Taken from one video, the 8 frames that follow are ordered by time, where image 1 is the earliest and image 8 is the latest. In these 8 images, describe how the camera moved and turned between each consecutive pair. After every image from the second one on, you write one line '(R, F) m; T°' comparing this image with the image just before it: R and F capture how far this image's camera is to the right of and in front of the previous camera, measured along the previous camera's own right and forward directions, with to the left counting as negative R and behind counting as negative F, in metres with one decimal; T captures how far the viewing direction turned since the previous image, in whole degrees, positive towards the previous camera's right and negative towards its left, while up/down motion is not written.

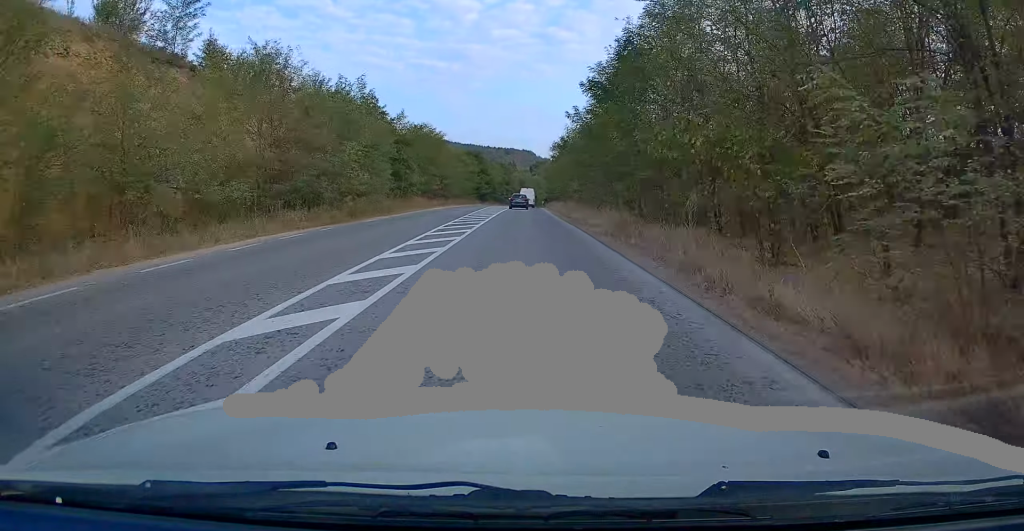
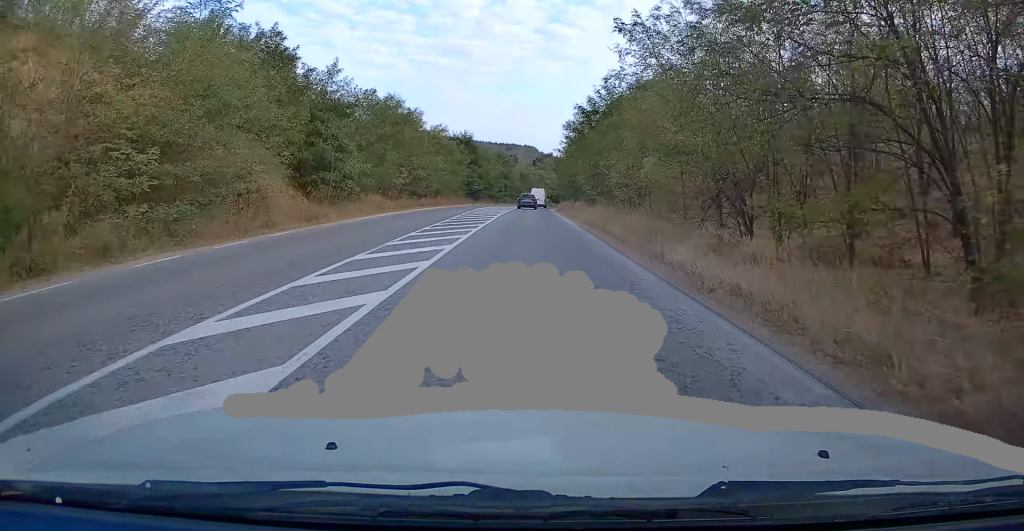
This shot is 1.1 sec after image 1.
(+0.1, +23.2) m; 0°
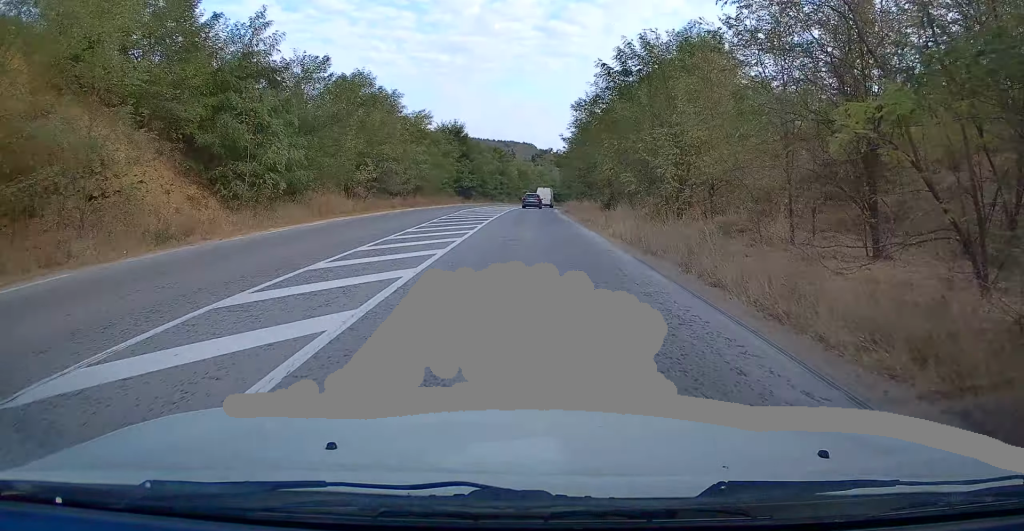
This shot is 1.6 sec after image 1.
(0.0, +11.6) m; 0°
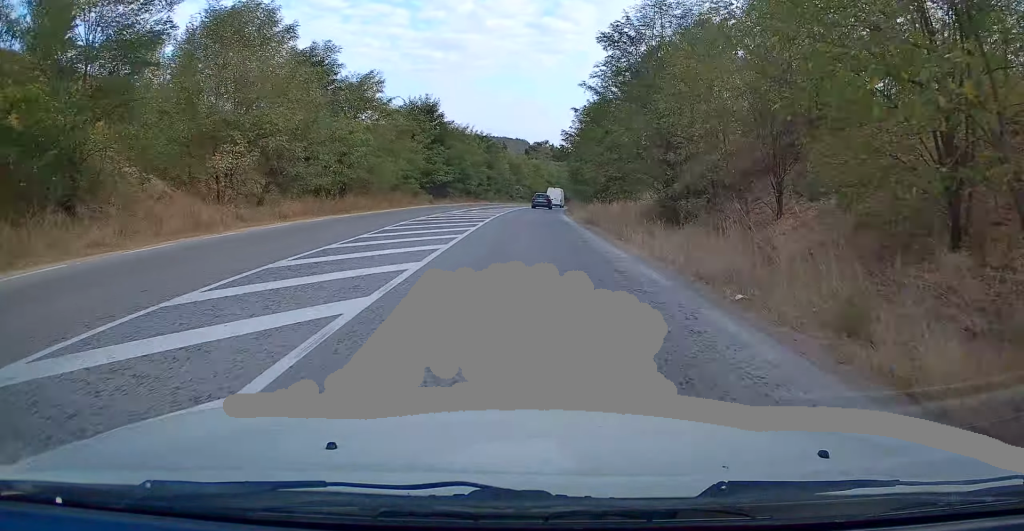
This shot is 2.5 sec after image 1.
(-0.1, +19.7) m; 0°
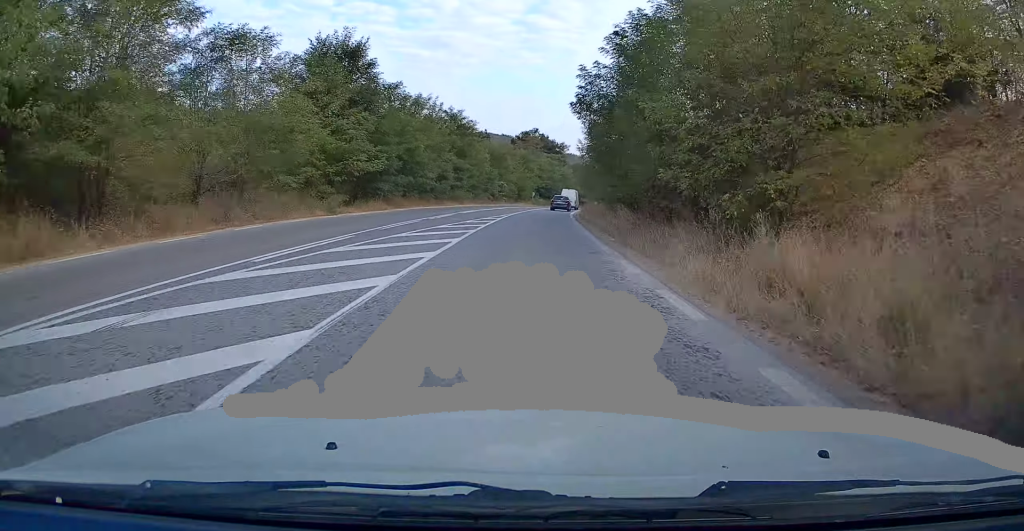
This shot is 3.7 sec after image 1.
(+0.2, +26.6) m; +1°
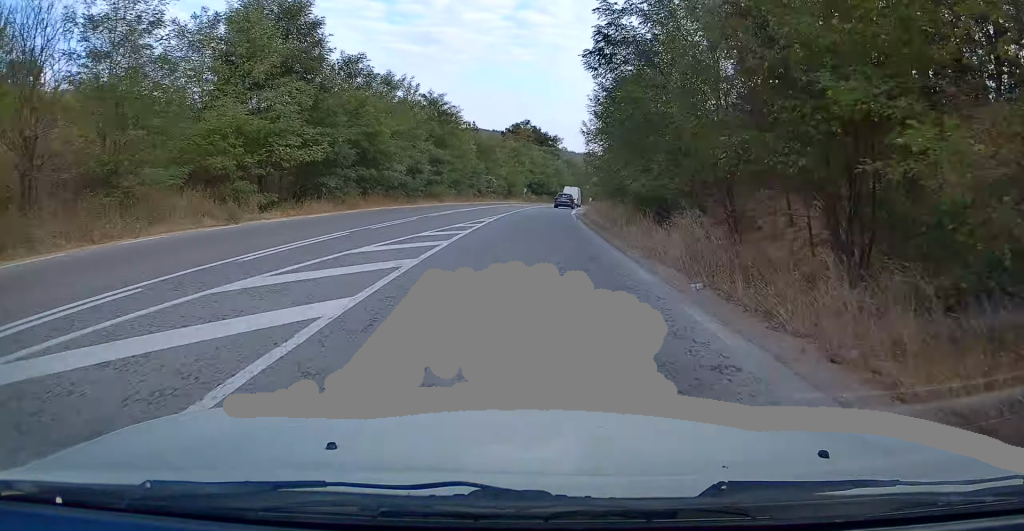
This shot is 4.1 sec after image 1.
(+0.2, +9.6) m; +1°
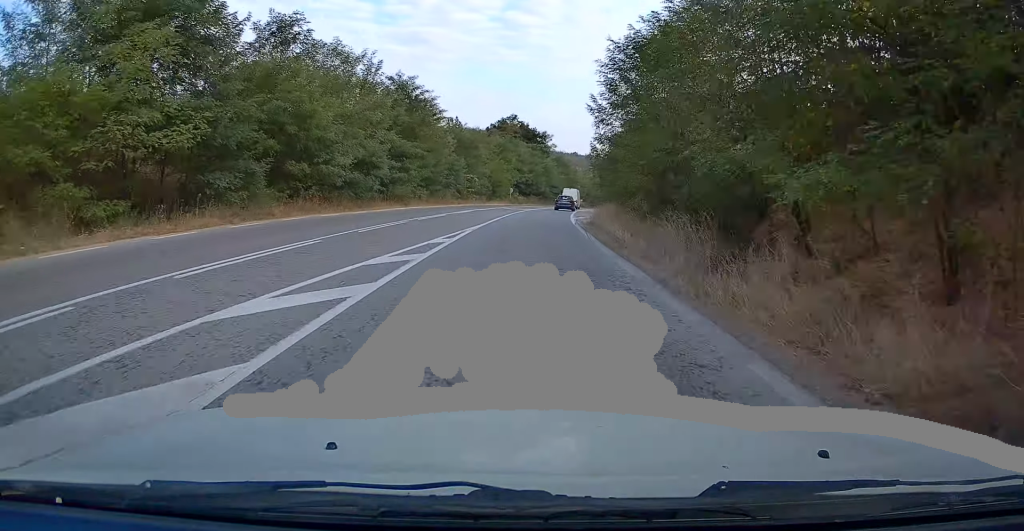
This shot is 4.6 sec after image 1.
(+0.1, +10.4) m; +1°
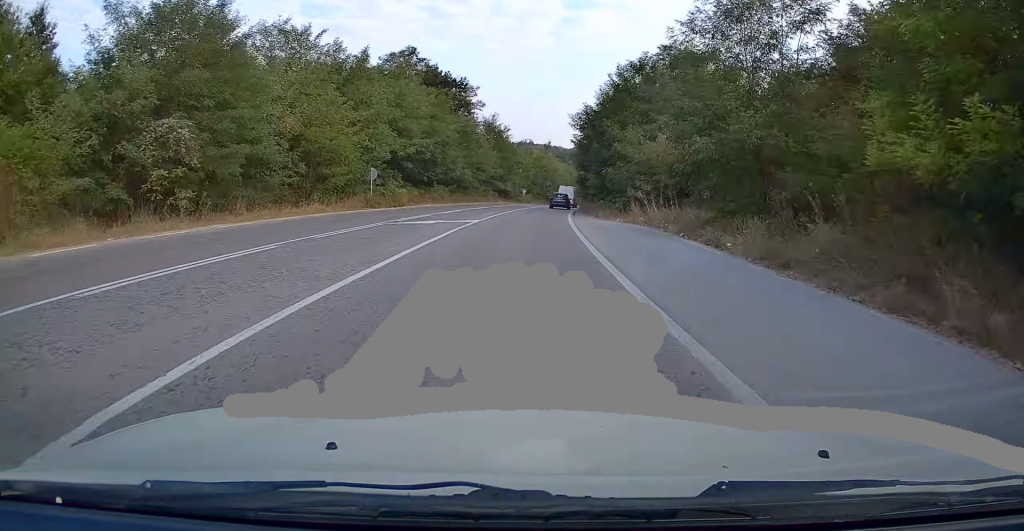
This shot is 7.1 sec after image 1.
(+1.8, +55.3) m; +5°
